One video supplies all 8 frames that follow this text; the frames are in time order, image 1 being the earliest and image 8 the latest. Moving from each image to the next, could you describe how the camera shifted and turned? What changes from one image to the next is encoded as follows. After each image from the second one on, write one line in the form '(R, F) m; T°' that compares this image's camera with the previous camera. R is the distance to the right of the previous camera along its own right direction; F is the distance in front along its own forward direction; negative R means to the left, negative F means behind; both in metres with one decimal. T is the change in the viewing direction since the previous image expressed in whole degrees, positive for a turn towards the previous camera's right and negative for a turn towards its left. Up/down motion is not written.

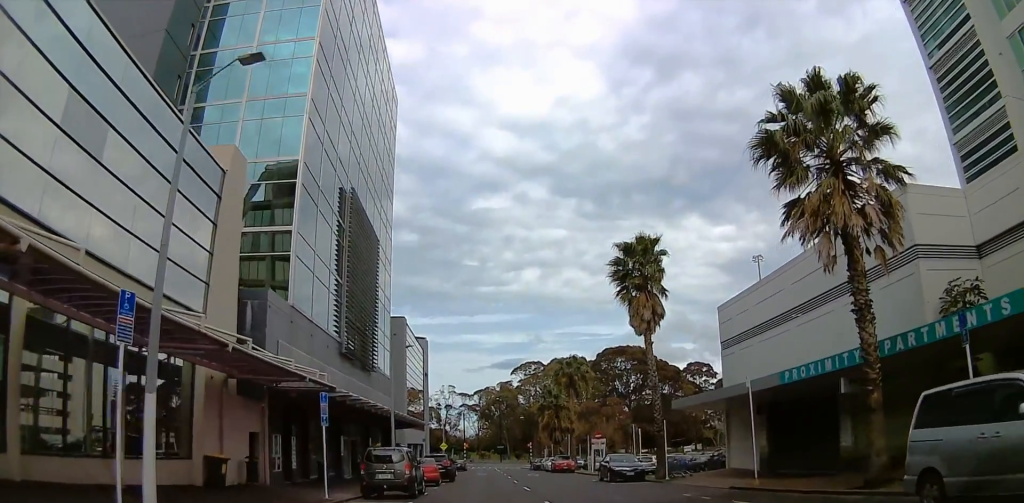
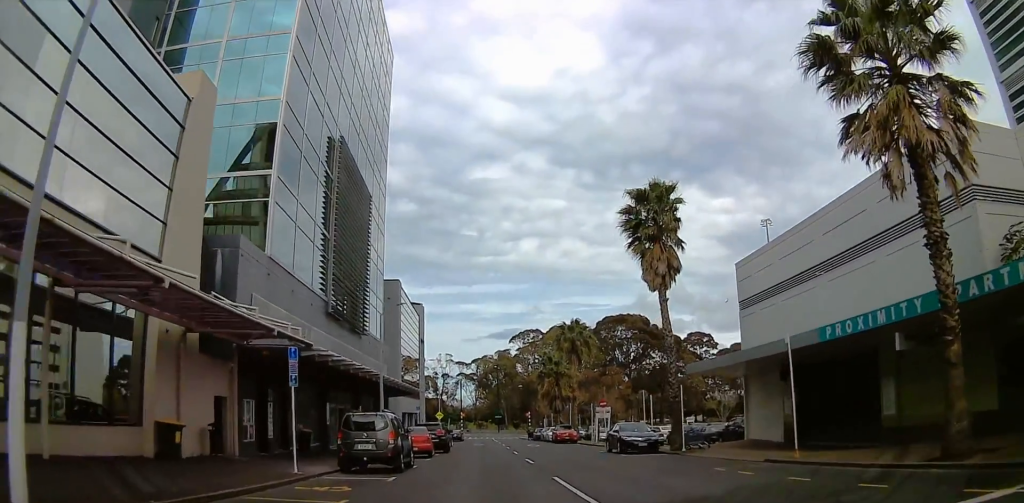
(0.0, +3.3) m; +1°
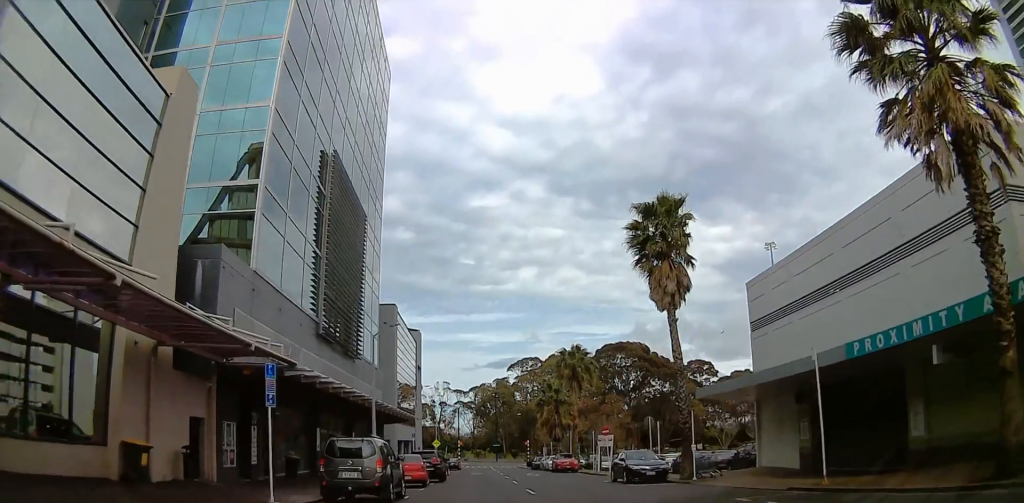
(0.0, +1.8) m; 0°
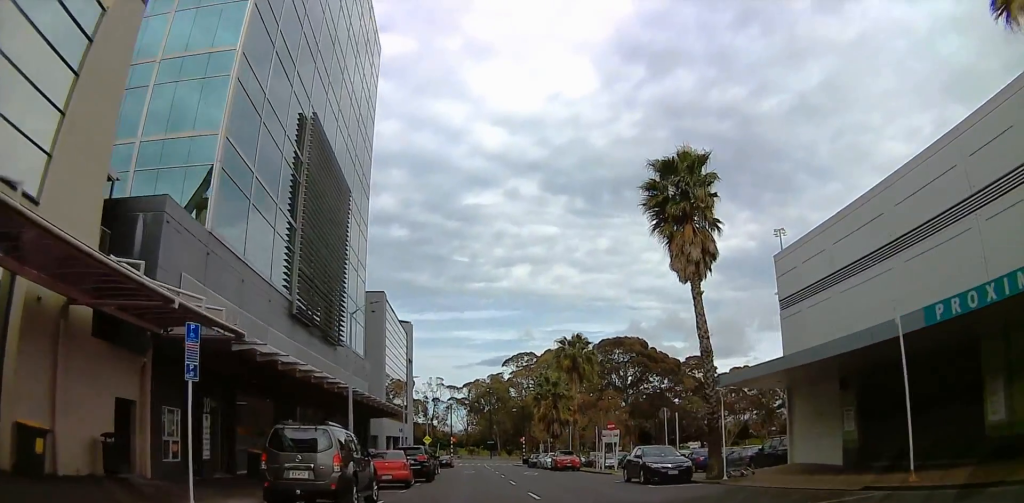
(0.0, +4.0) m; 0°
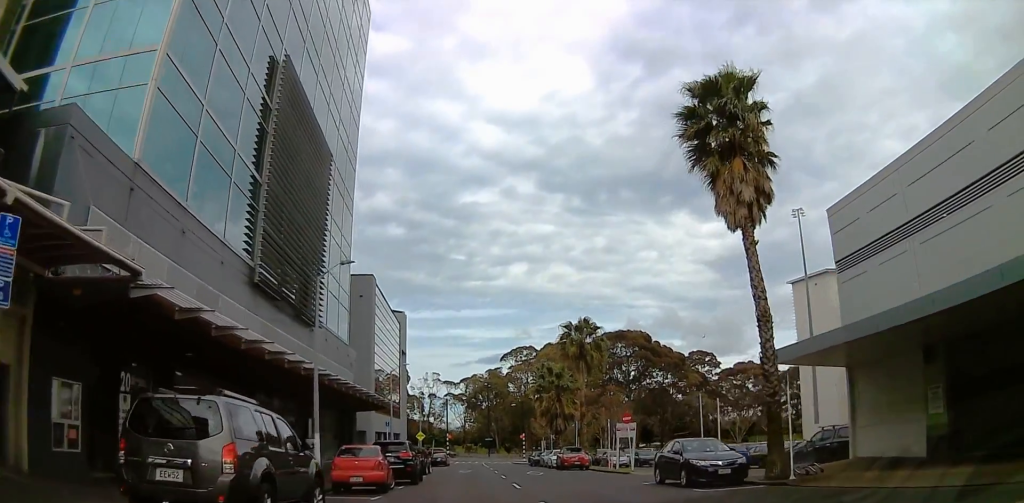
(0.0, +4.6) m; 0°
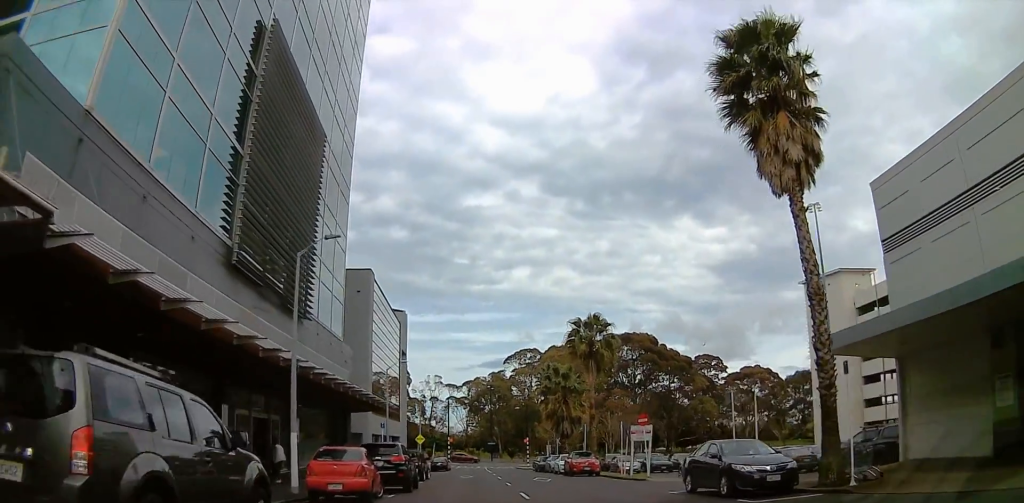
(0.0, +2.6) m; 0°
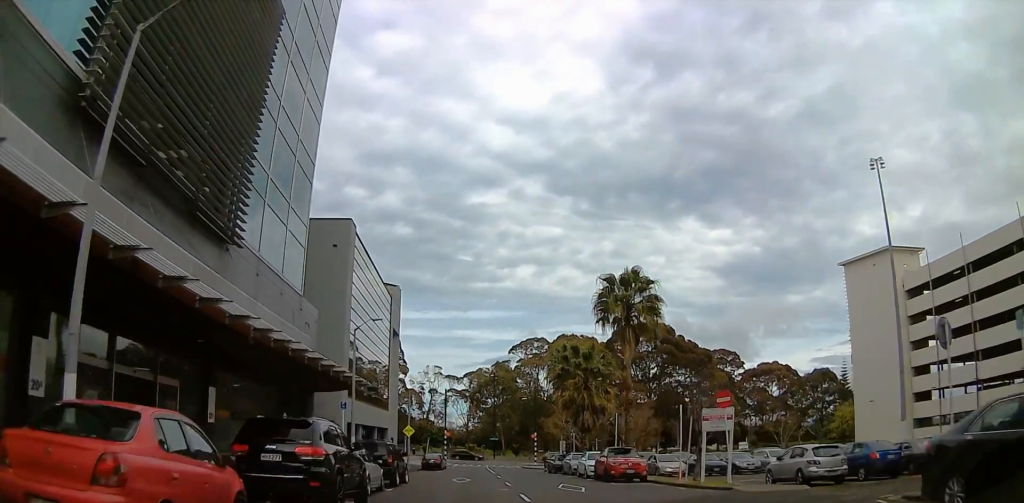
(0.0, +10.0) m; 0°
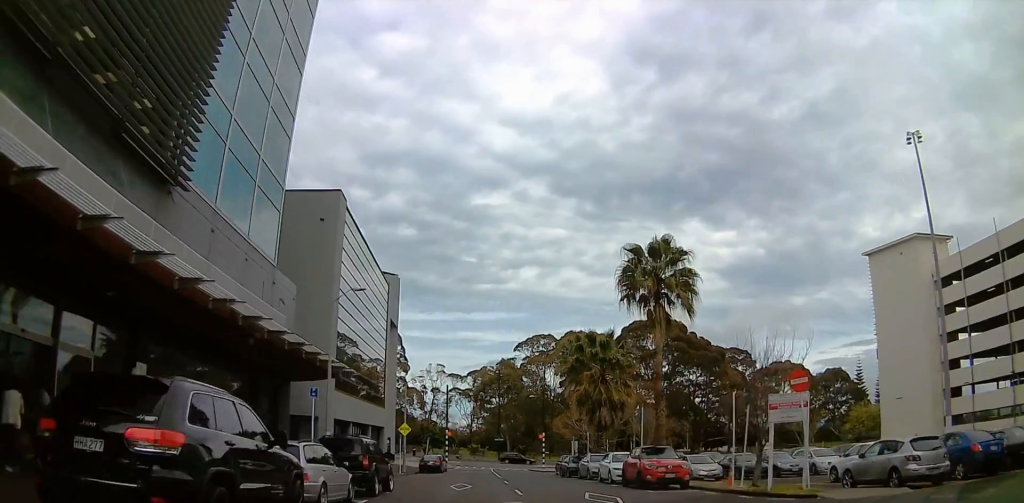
(0.0, +5.1) m; 0°
